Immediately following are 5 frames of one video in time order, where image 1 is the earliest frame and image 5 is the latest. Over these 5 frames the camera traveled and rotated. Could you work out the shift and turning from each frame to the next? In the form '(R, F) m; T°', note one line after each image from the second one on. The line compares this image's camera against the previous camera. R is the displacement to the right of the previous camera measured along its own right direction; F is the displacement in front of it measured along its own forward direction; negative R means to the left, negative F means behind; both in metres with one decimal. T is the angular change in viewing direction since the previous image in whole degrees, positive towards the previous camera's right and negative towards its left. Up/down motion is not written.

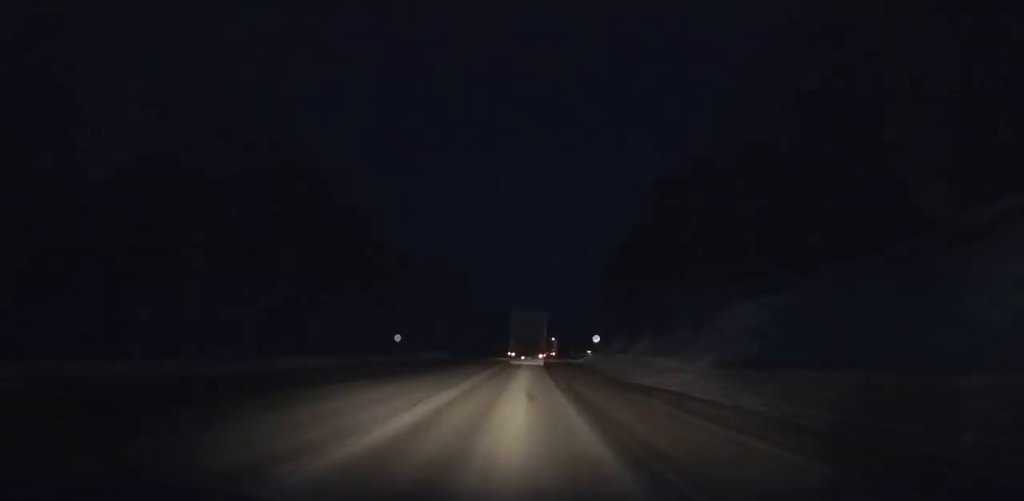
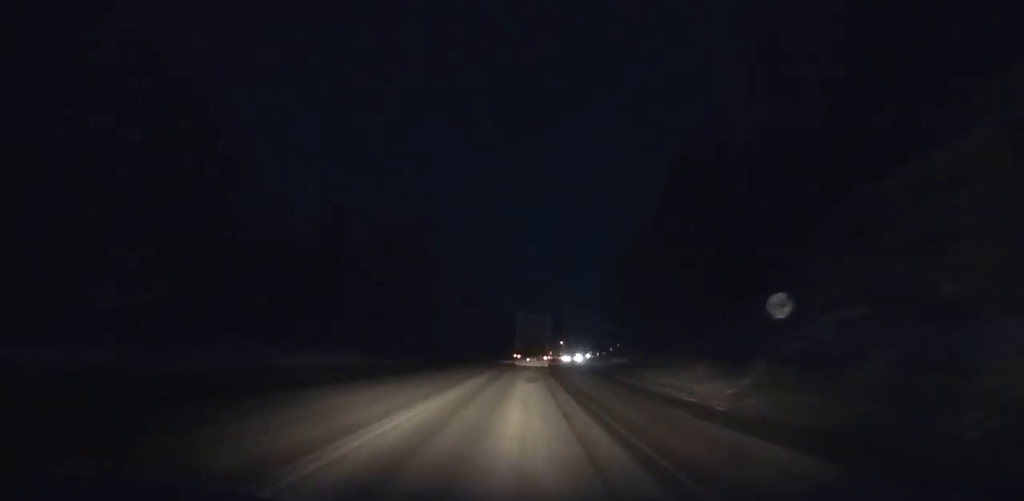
(+0.3, +44.3) m; +1°
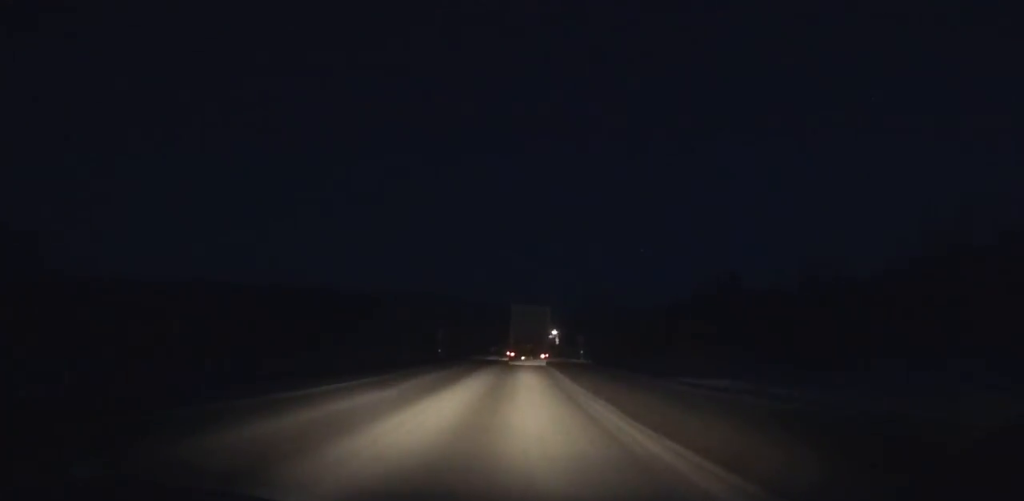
(+19.5, +250.2) m; +7°
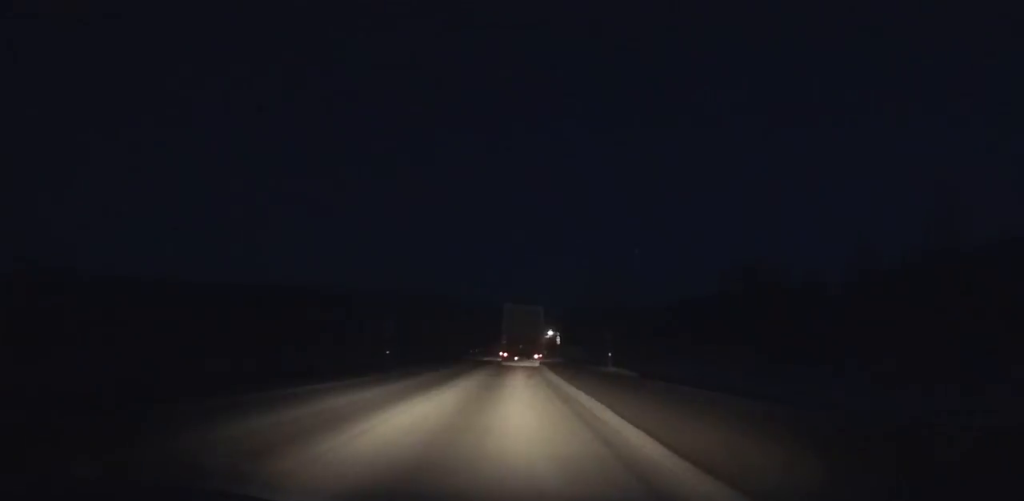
(+0.1, +22.5) m; 0°
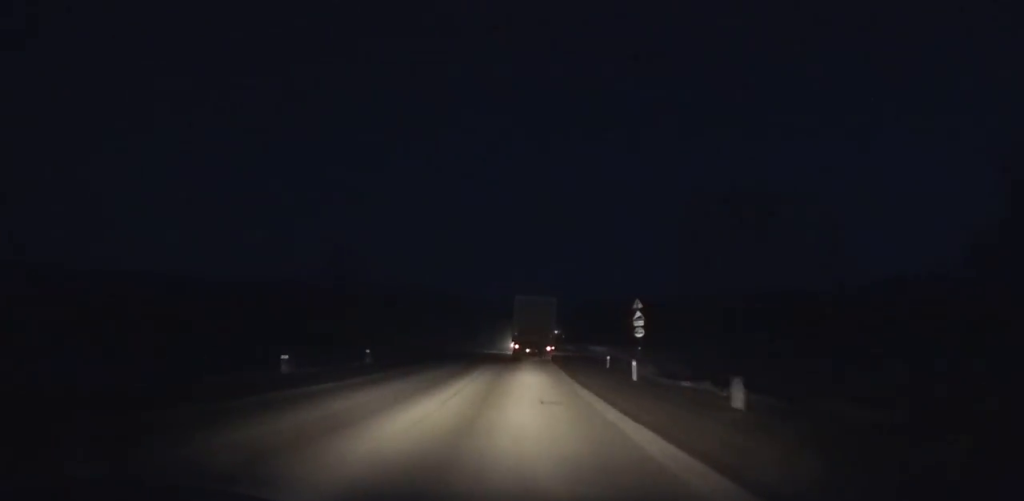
(+0.4, +79.1) m; +1°
